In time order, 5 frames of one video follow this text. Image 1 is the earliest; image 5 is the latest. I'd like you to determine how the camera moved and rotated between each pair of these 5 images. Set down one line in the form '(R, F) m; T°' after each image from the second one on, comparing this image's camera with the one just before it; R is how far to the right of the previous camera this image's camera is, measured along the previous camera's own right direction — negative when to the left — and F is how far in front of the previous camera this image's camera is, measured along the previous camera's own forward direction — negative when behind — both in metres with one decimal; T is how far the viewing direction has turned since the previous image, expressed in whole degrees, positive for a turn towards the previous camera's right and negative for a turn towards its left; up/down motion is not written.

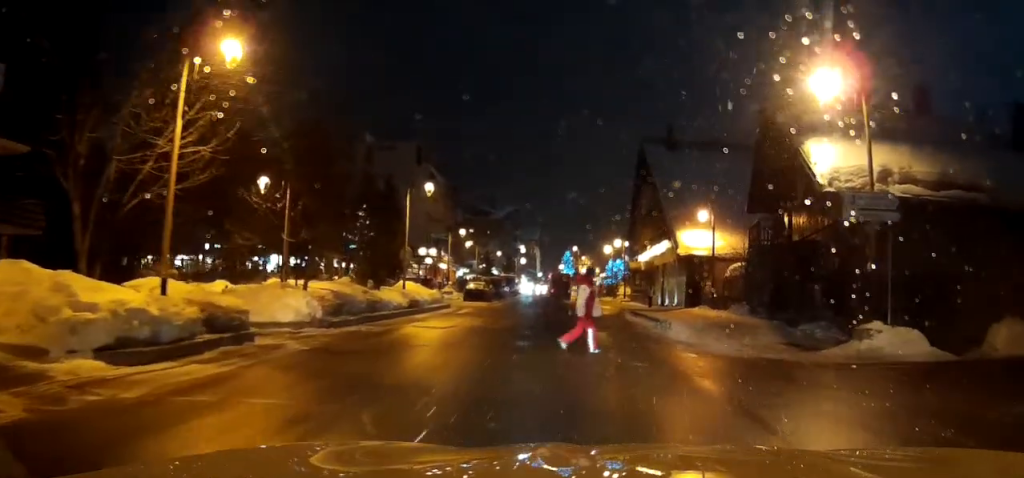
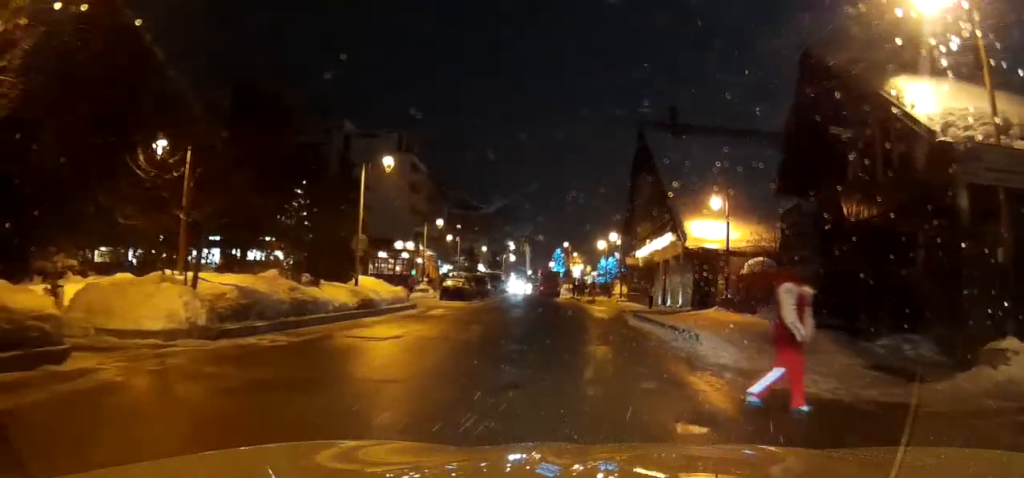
(0.0, +11.5) m; 0°
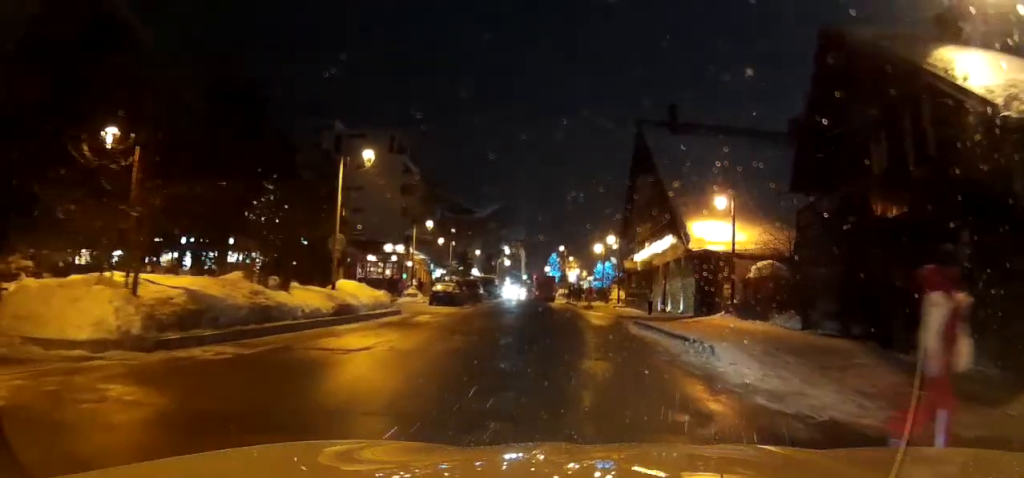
(0.0, +3.6) m; 0°
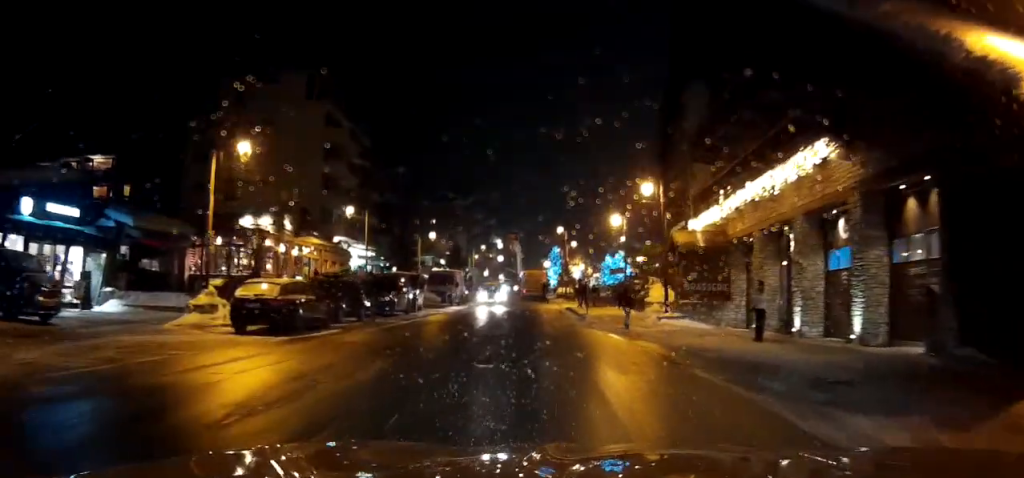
(0.0, +30.4) m; 0°
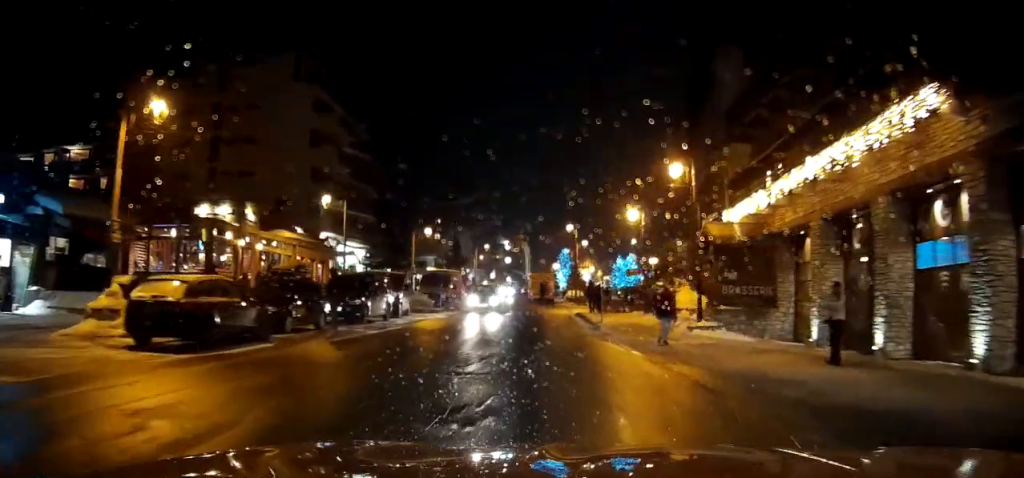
(0.0, +5.3) m; 0°
